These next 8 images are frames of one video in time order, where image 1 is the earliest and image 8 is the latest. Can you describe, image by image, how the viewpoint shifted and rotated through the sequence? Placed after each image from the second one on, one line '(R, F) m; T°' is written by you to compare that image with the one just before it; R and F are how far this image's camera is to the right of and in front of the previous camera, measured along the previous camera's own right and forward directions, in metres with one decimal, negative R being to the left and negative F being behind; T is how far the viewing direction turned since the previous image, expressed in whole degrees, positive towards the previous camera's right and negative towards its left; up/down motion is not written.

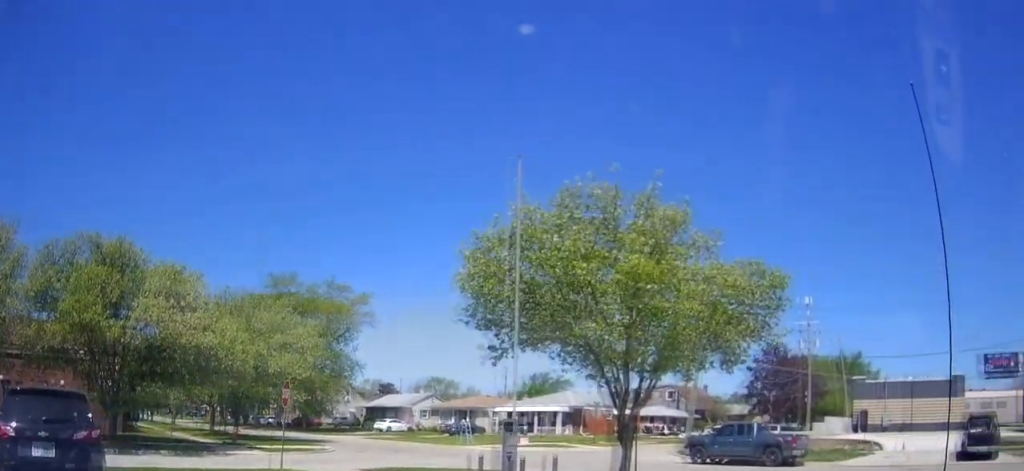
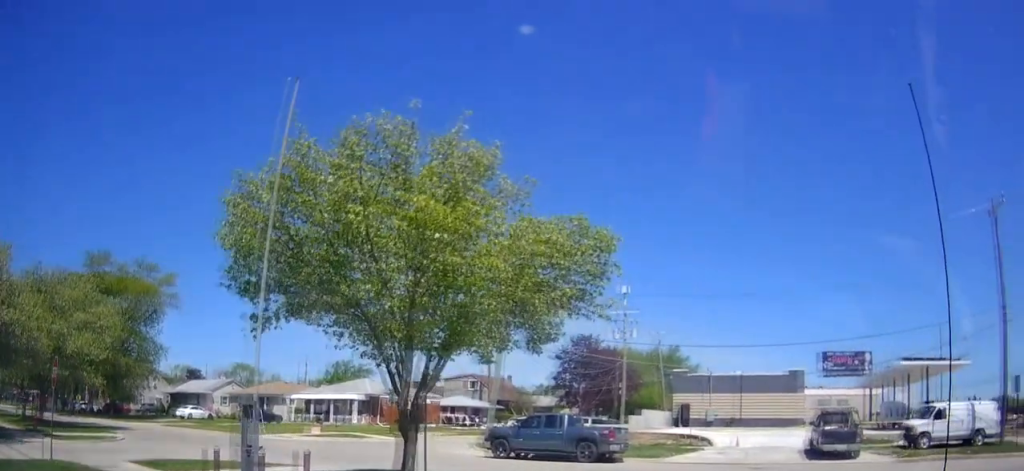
(+0.7, +2.5) m; +29°
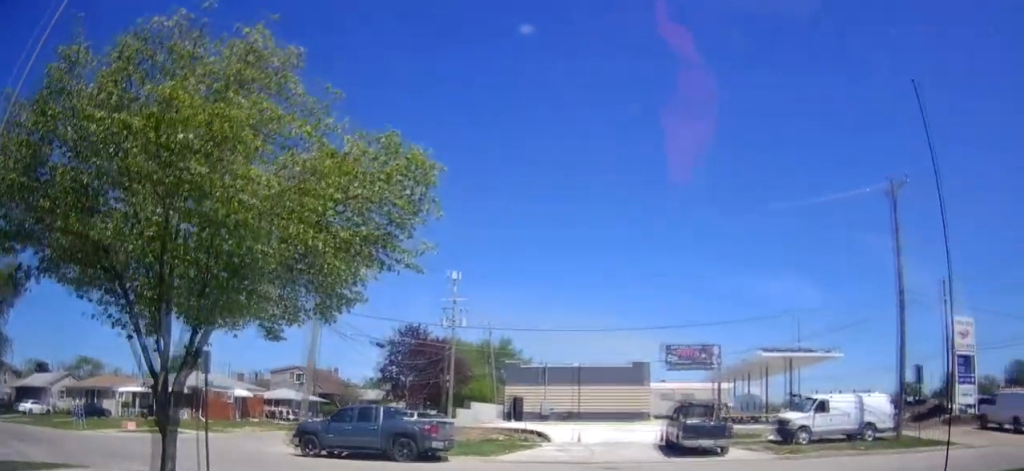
(+1.0, +3.0) m; +29°
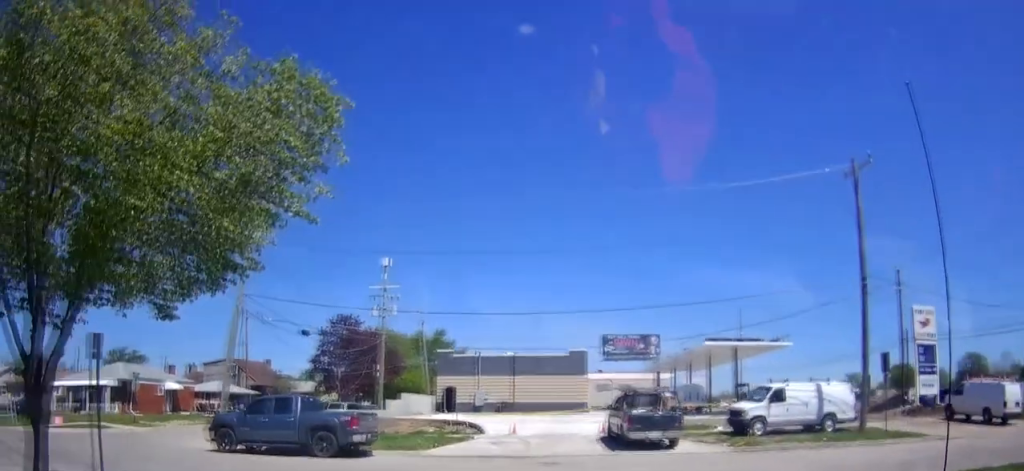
(+0.4, +2.1) m; +10°
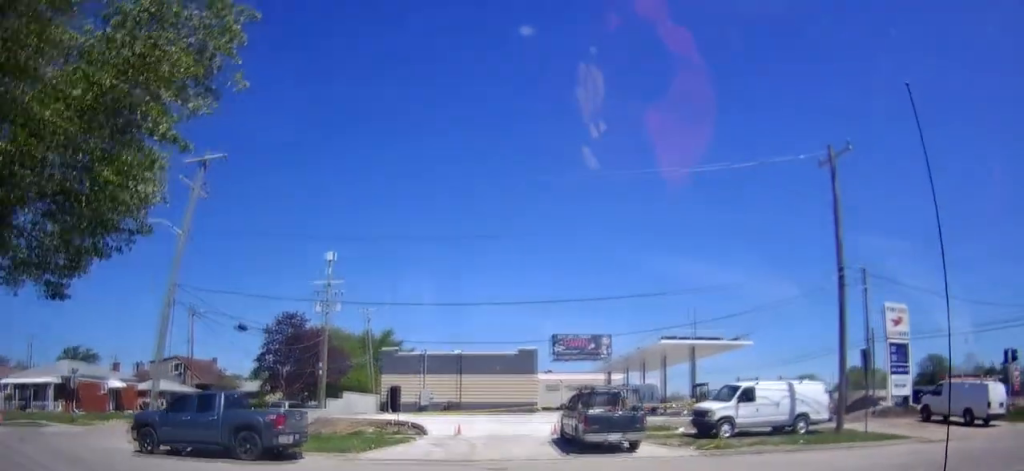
(+0.2, +2.2) m; +9°
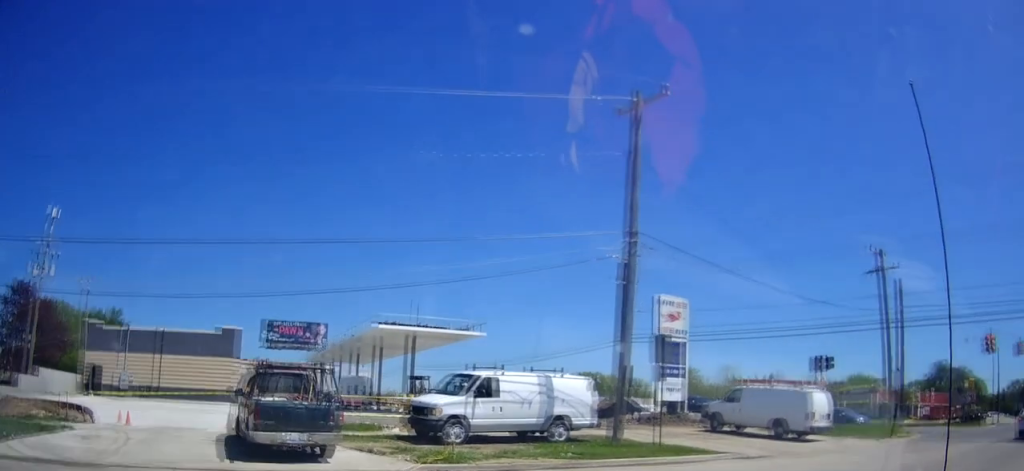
(+1.6, +6.9) m; +25°
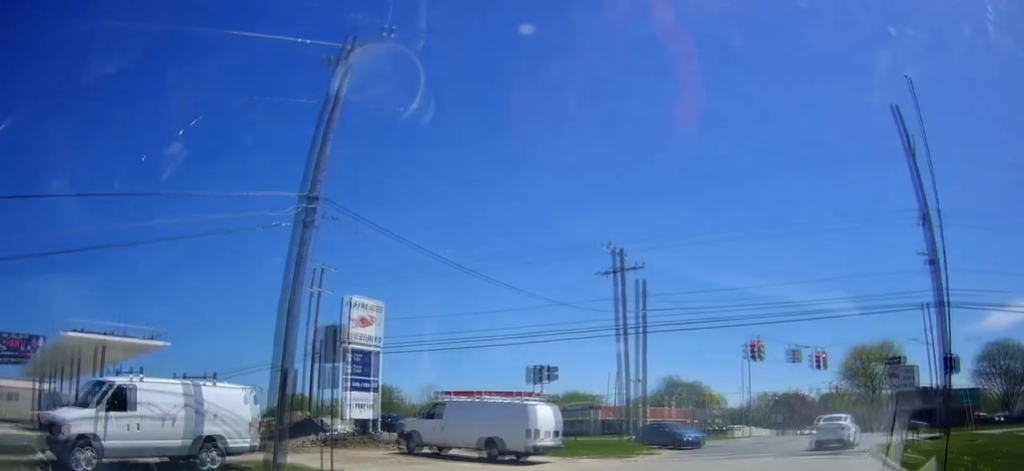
(+0.6, +4.2) m; +22°
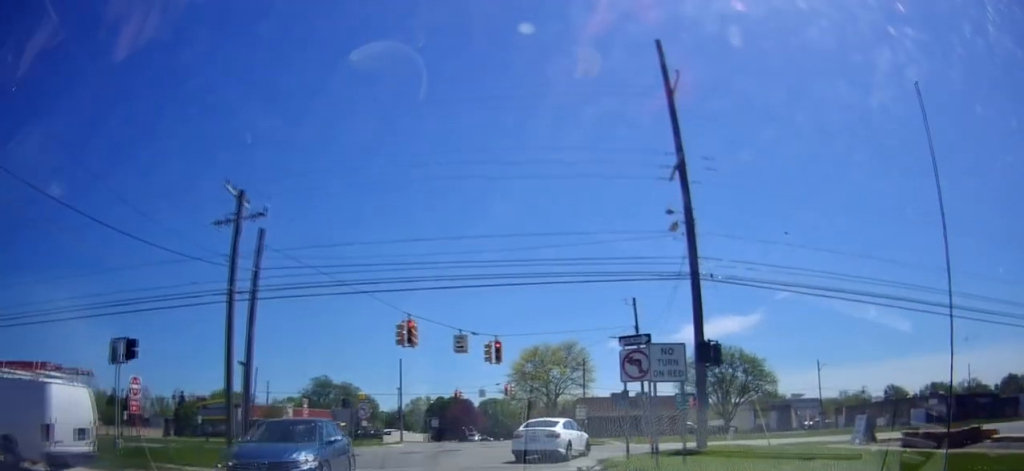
(+2.4, +7.2) m; +27°
